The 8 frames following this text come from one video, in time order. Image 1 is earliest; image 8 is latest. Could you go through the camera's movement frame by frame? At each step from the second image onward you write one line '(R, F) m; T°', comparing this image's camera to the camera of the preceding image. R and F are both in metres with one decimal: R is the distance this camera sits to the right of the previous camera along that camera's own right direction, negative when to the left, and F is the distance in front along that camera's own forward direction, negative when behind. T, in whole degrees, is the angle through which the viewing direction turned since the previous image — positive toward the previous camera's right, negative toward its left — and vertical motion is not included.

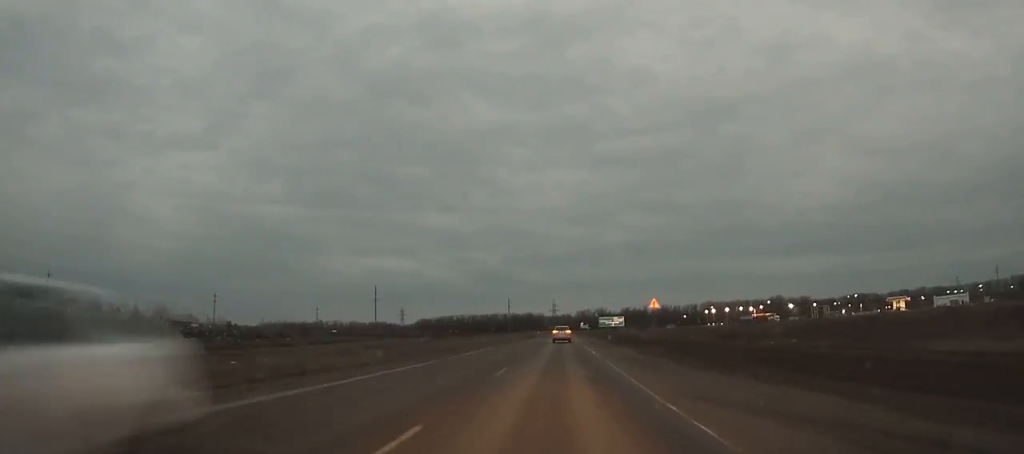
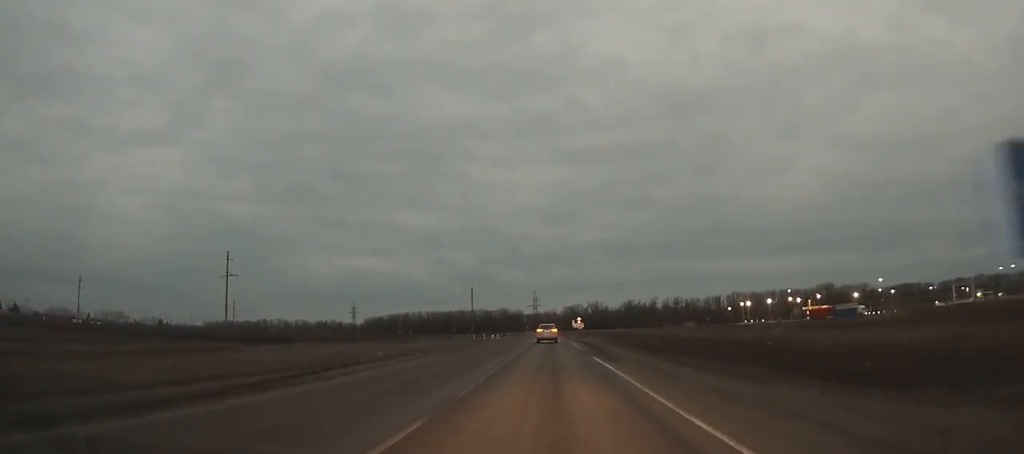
(+1.4, +104.9) m; +1°
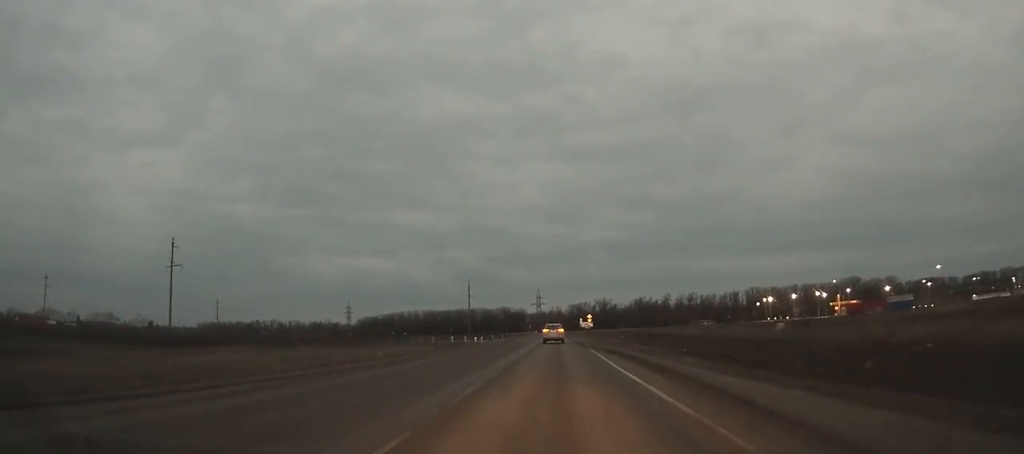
(0.0, +25.1) m; 0°
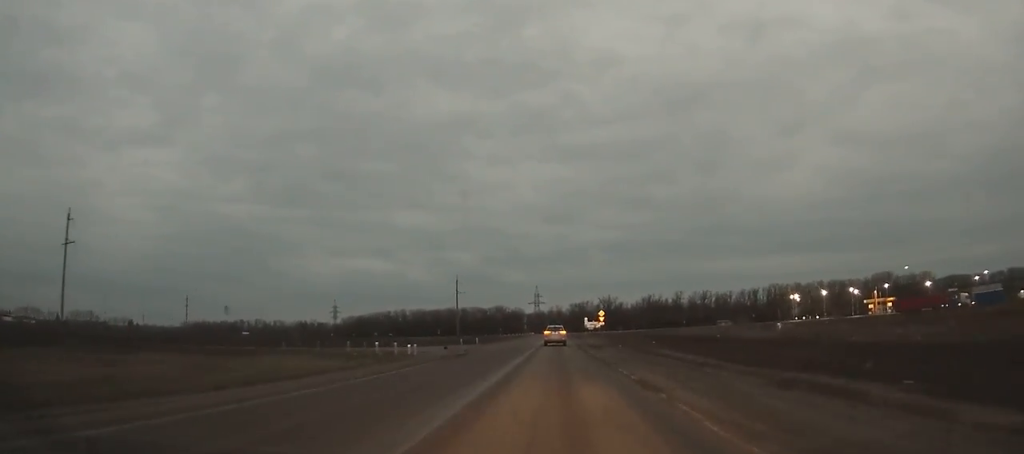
(-0.1, +31.9) m; 0°
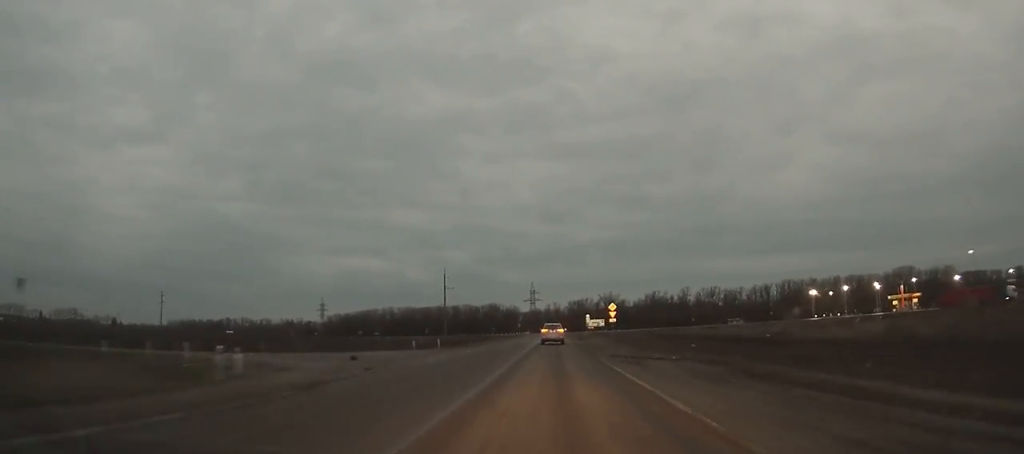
(+0.1, +20.0) m; 0°
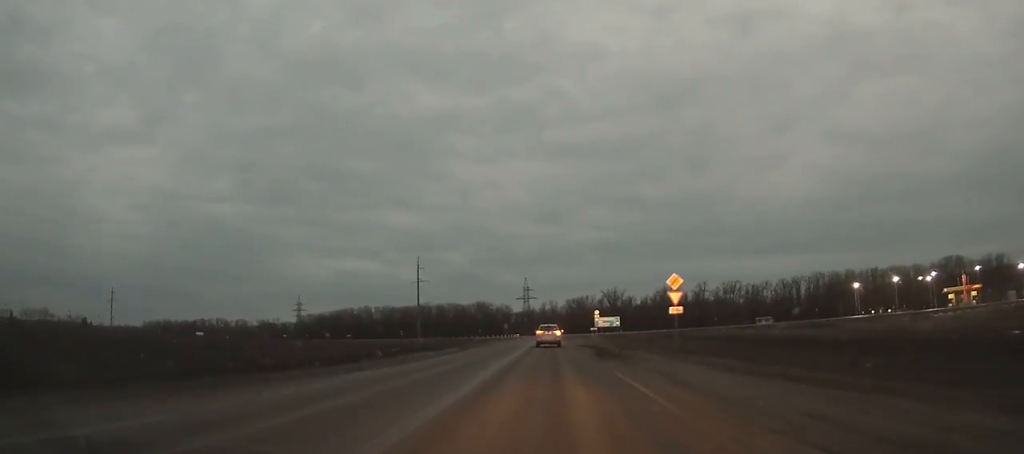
(+0.2, +36.0) m; 0°
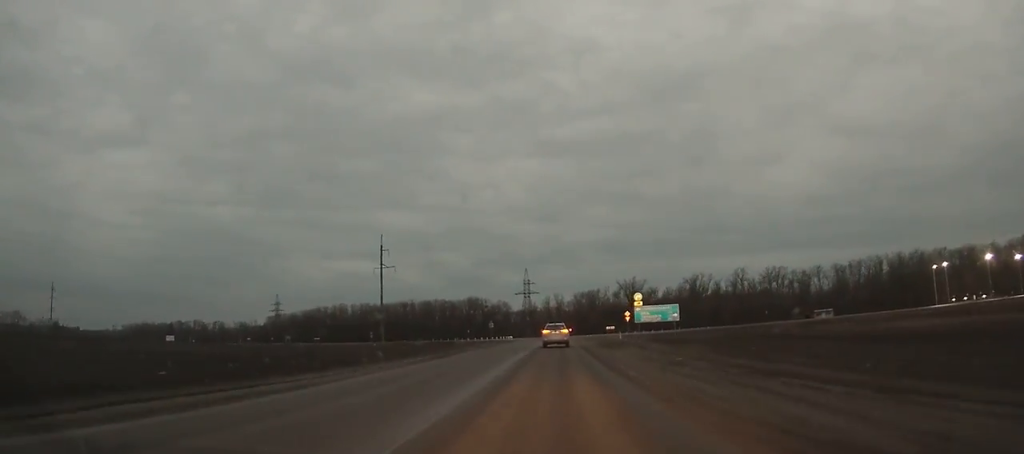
(-0.1, +40.9) m; 0°
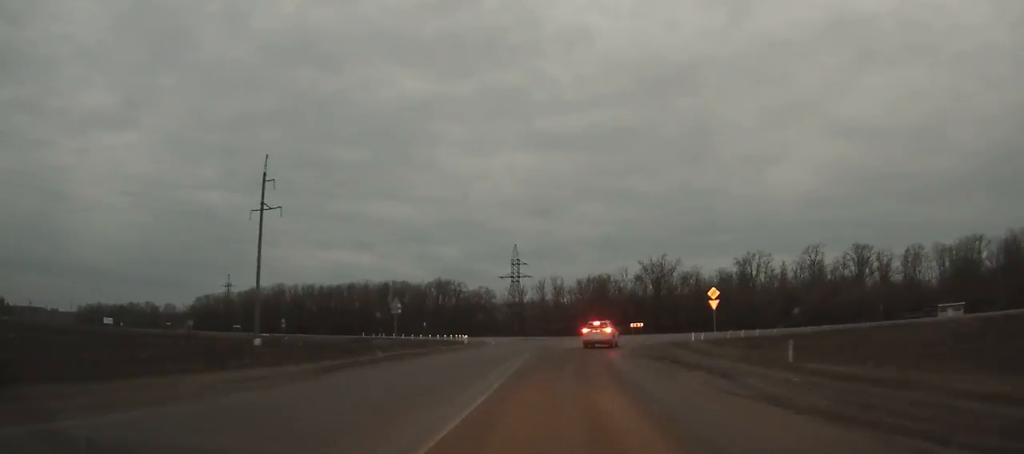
(+1.1, +53.8) m; +7°
